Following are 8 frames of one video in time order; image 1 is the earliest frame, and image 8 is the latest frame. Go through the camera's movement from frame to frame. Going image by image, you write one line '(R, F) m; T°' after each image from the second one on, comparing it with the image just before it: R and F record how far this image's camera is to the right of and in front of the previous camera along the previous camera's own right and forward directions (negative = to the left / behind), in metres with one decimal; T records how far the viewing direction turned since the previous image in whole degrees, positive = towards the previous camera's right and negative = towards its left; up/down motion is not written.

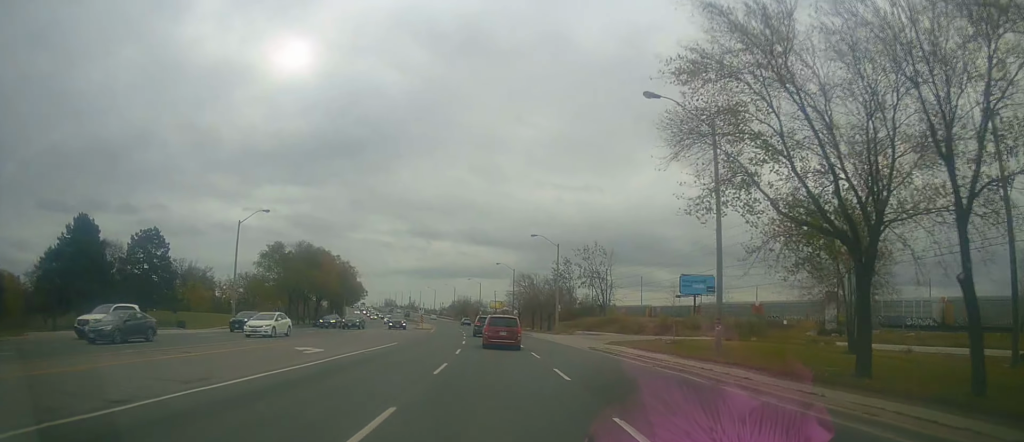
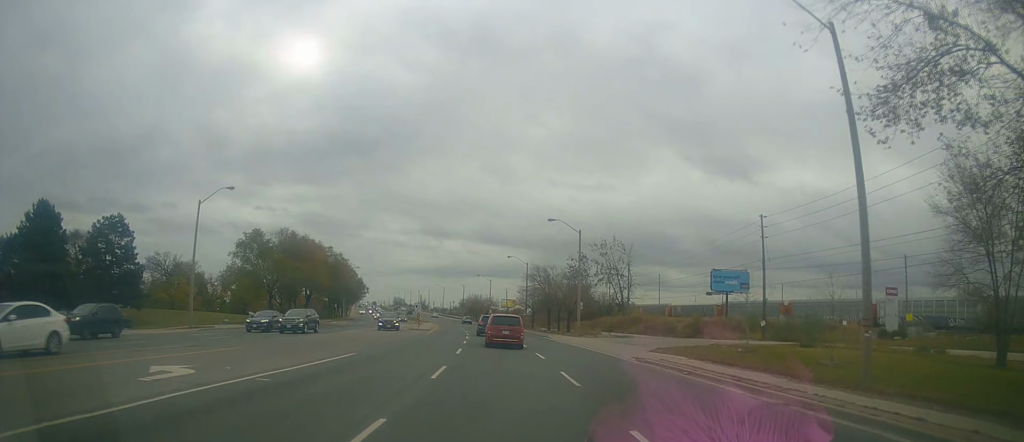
(0.0, +9.9) m; -1°
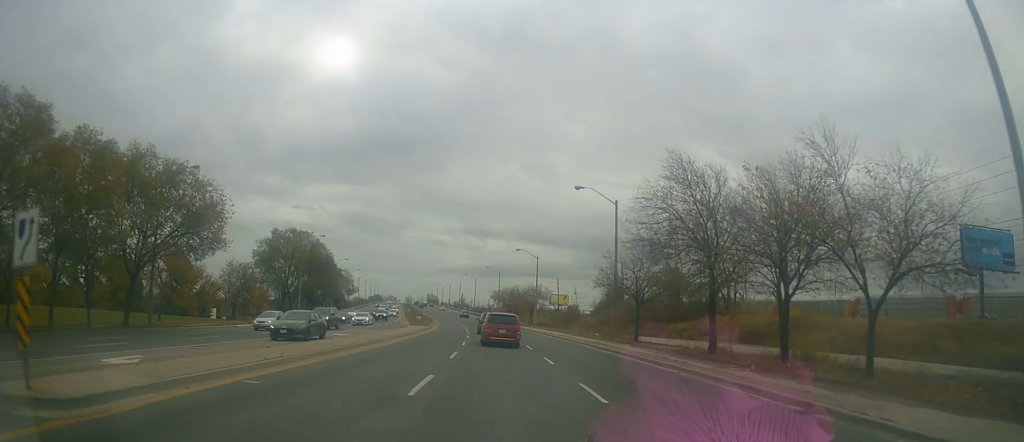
(-1.8, +47.6) m; -5°
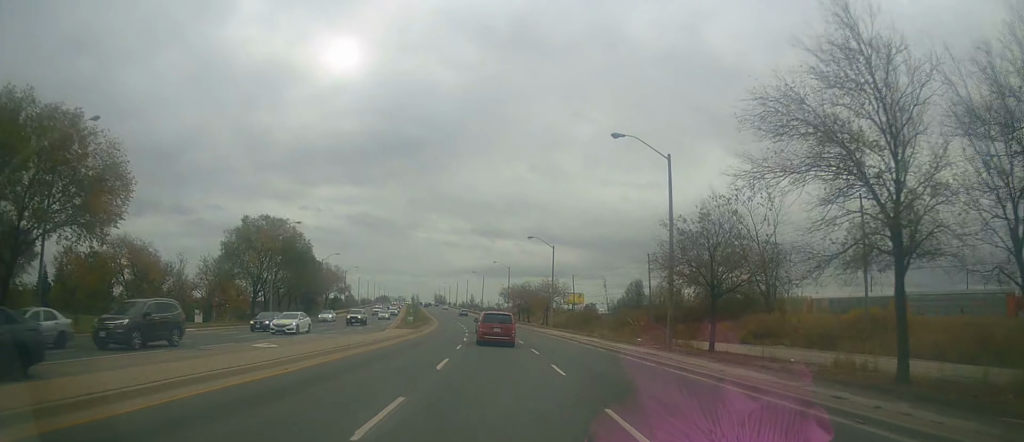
(-0.3, +12.7) m; -1°
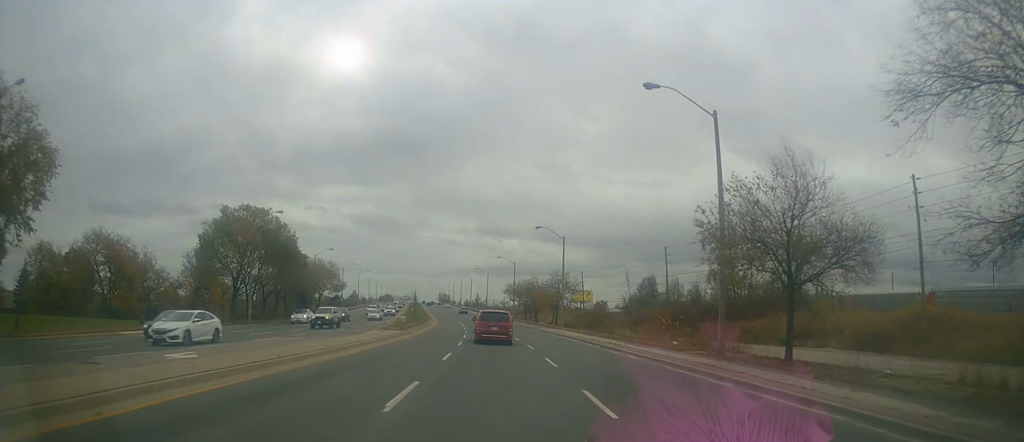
(+0.2, +6.8) m; 0°
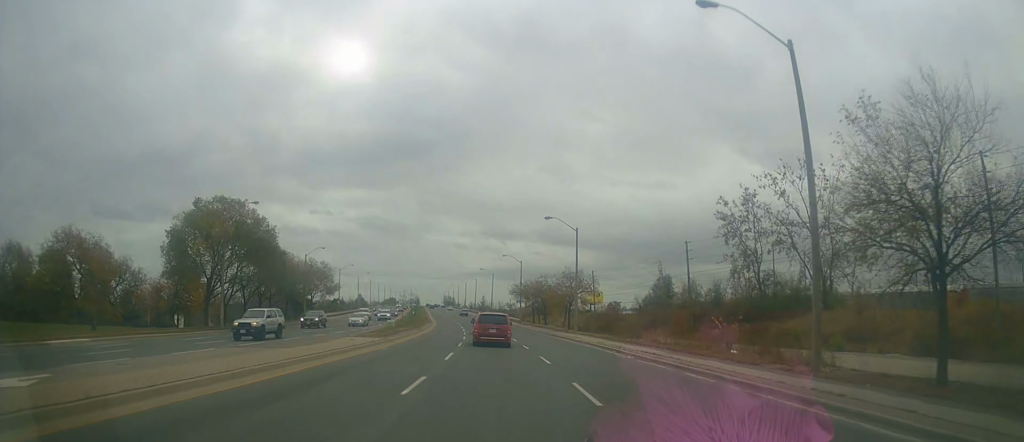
(0.0, +7.3) m; 0°
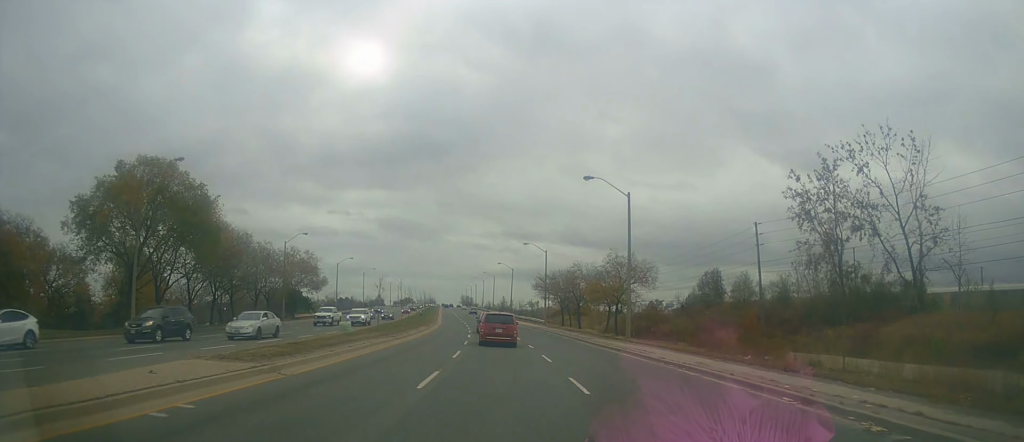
(-0.3, +16.2) m; -2°
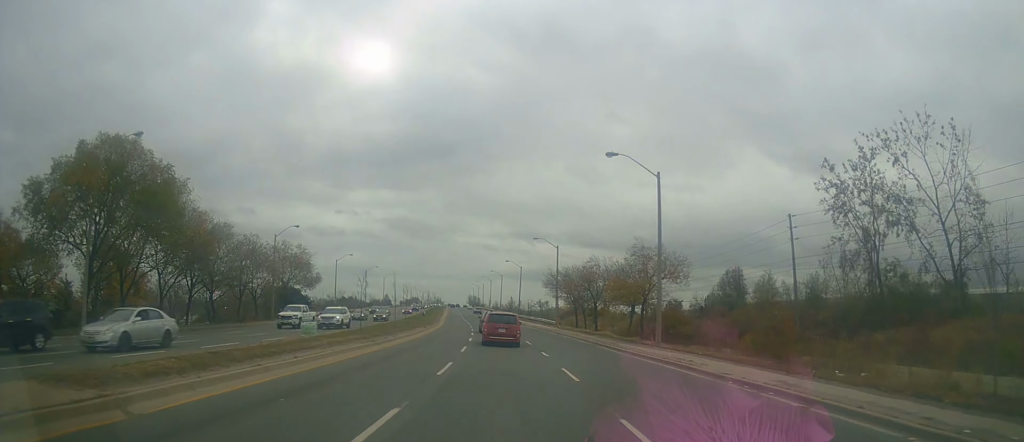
(+0.1, +5.9) m; -1°
